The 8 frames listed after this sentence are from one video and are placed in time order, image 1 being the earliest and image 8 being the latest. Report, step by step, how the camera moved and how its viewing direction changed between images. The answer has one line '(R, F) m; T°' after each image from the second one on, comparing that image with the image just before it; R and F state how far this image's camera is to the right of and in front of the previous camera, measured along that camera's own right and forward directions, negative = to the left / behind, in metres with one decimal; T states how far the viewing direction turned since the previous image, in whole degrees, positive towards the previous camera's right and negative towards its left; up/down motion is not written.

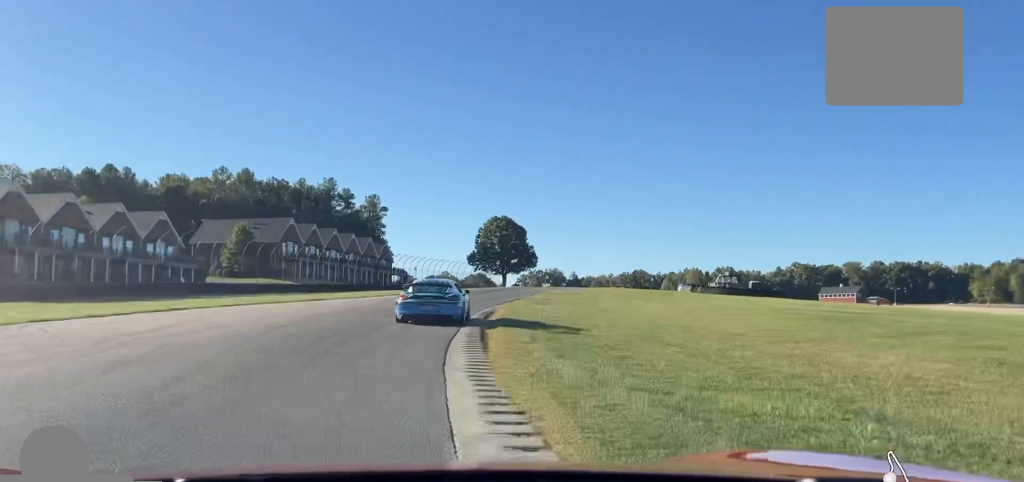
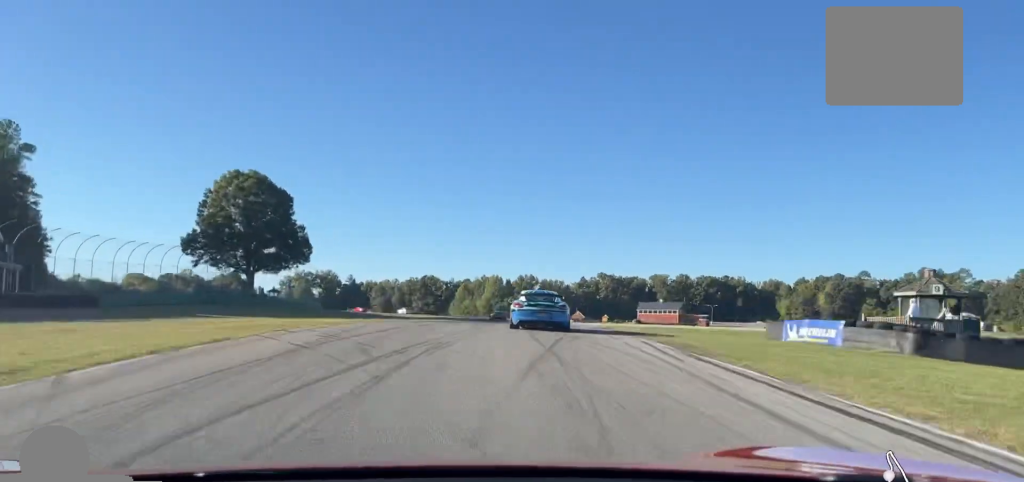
(+13.0, +75.3) m; +21°
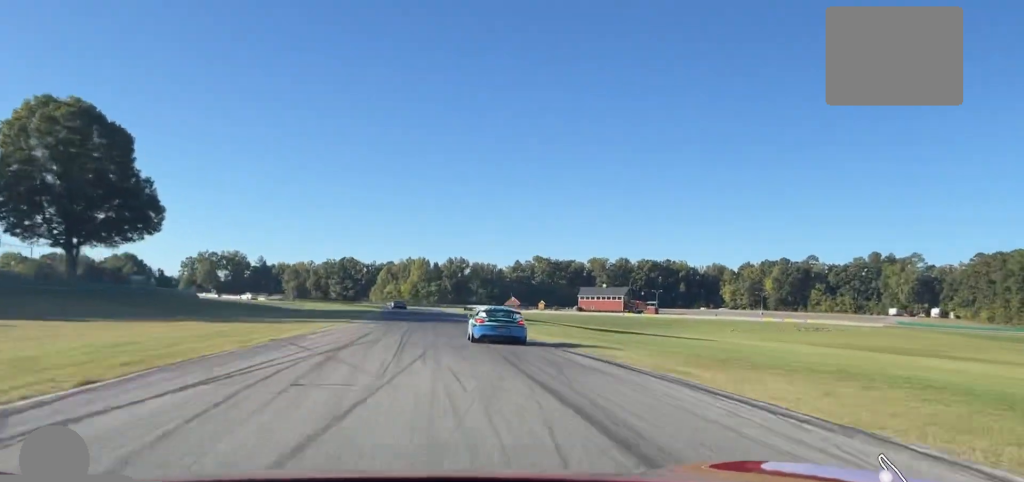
(+3.0, +31.0) m; +6°
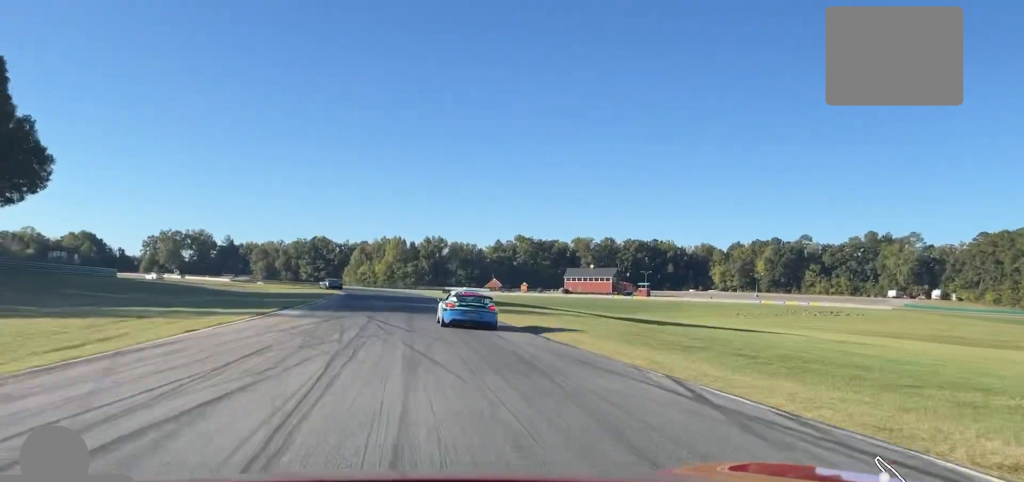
(+0.6, +18.5) m; 0°
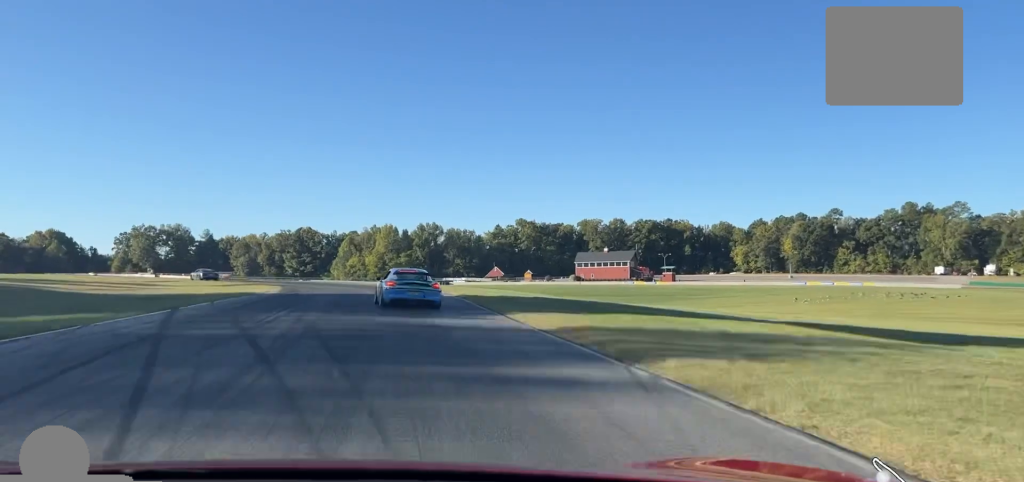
(0.0, +30.3) m; -3°
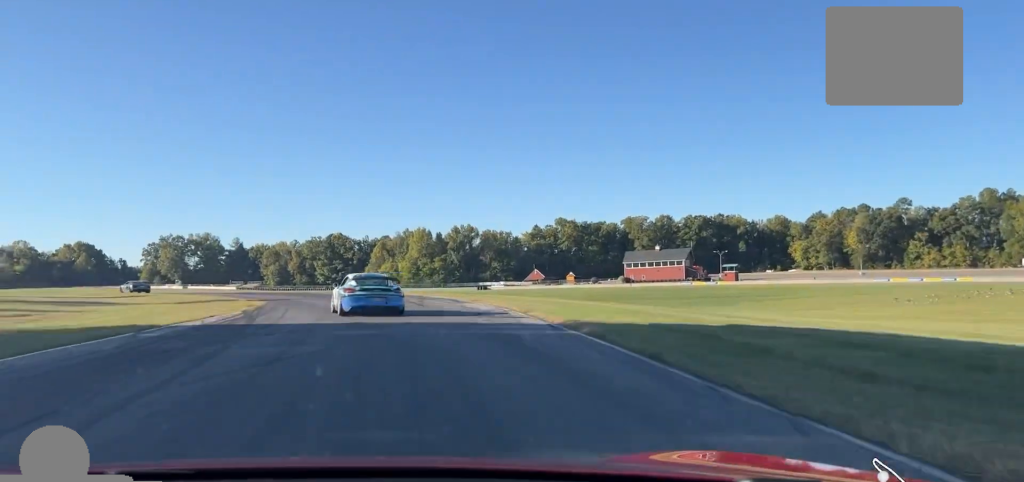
(+0.5, +20.0) m; -4°
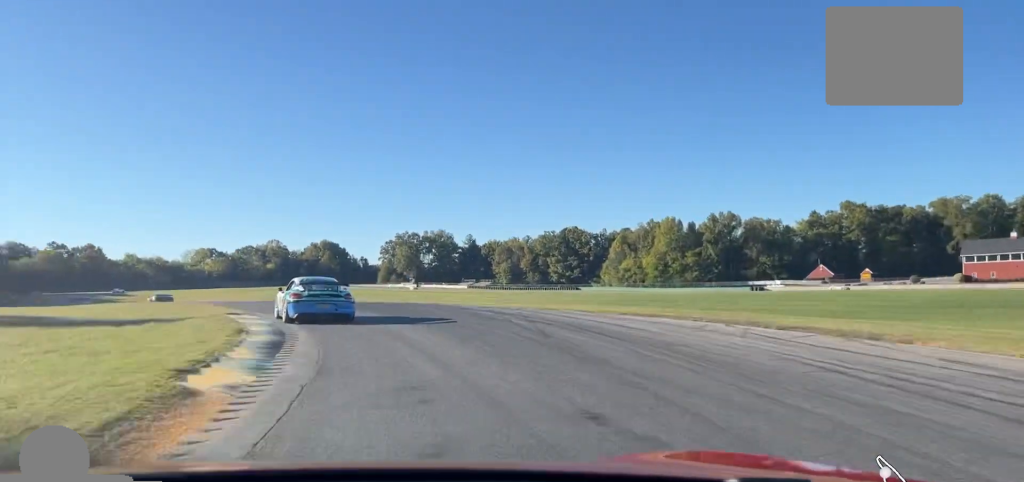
(-5.6, +44.8) m; -17°
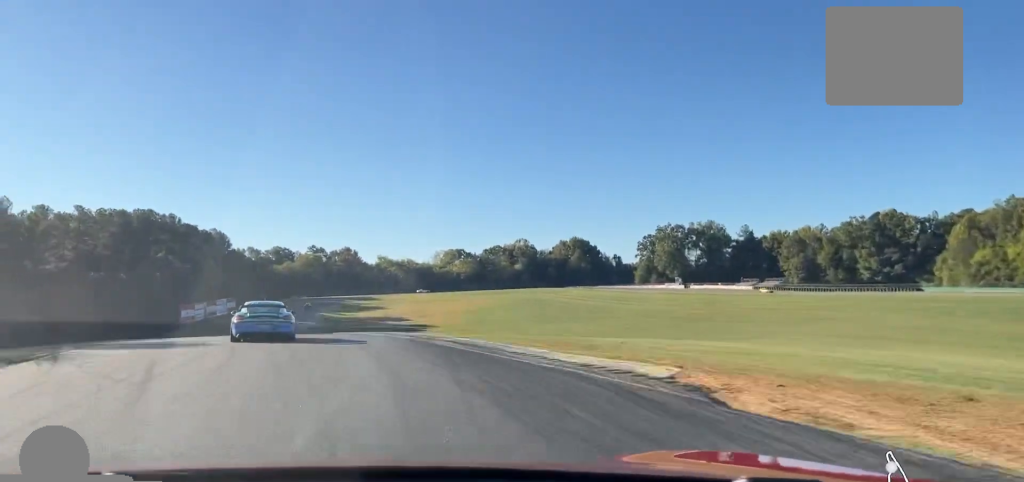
(-9.9, +49.2) m; -18°
